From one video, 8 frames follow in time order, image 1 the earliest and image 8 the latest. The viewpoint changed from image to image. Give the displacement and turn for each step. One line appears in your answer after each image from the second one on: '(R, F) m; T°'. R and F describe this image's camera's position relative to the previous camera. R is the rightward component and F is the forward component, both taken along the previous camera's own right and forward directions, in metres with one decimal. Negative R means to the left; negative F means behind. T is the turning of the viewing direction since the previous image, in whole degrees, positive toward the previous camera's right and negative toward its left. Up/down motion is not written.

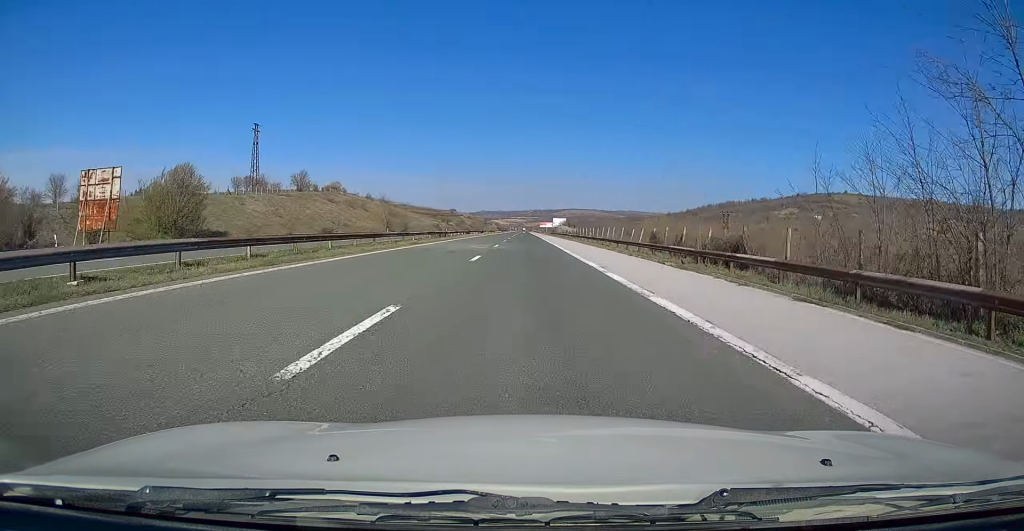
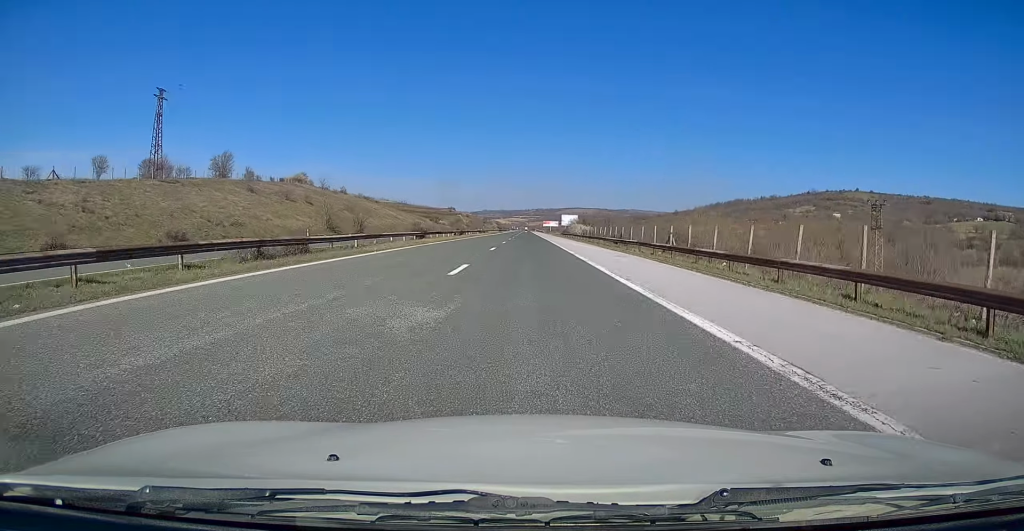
(+0.1, +37.9) m; 0°
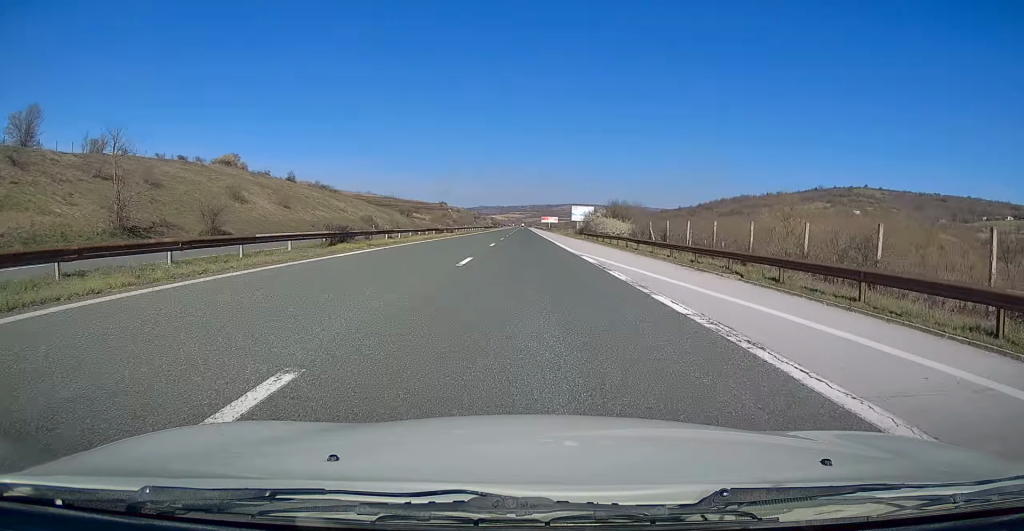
(-0.2, +46.2) m; 0°
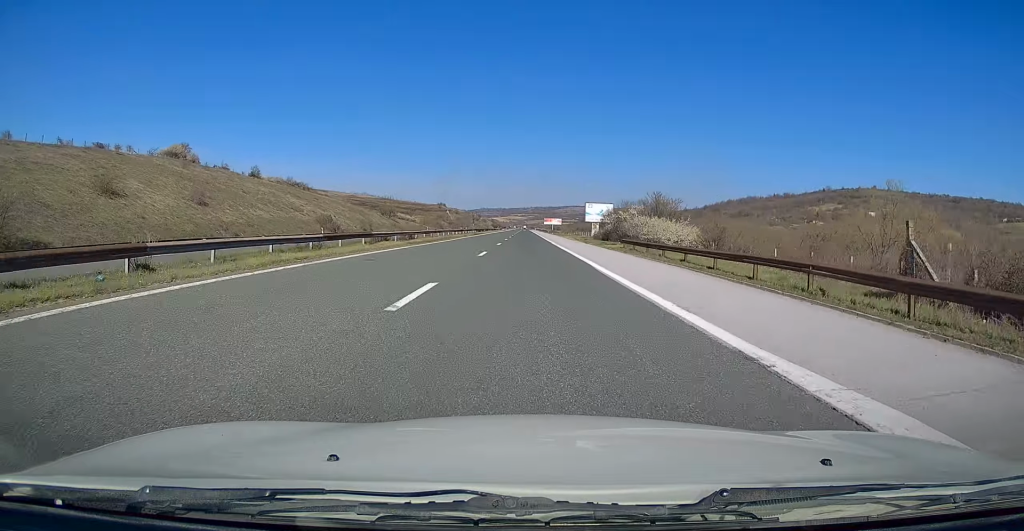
(0.0, +24.6) m; 0°
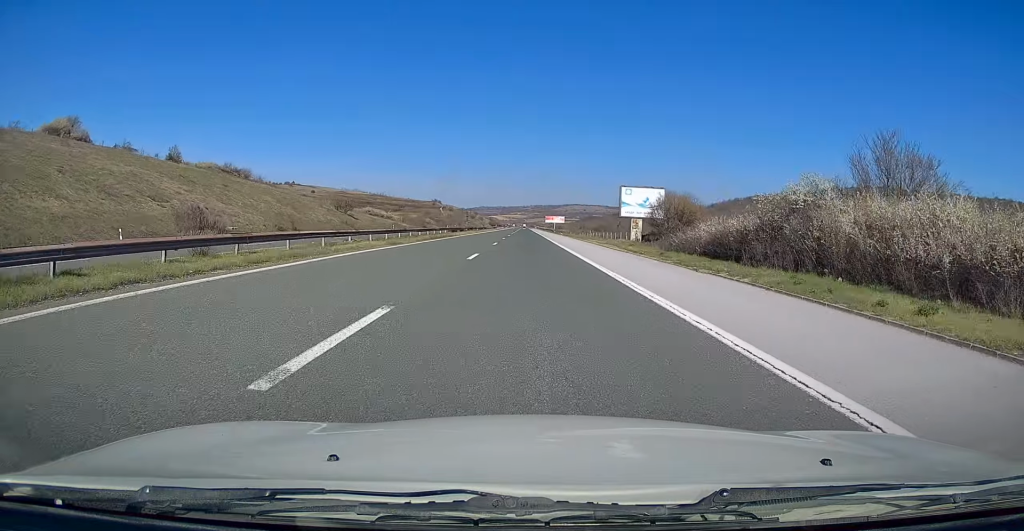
(-0.1, +36.1) m; 0°
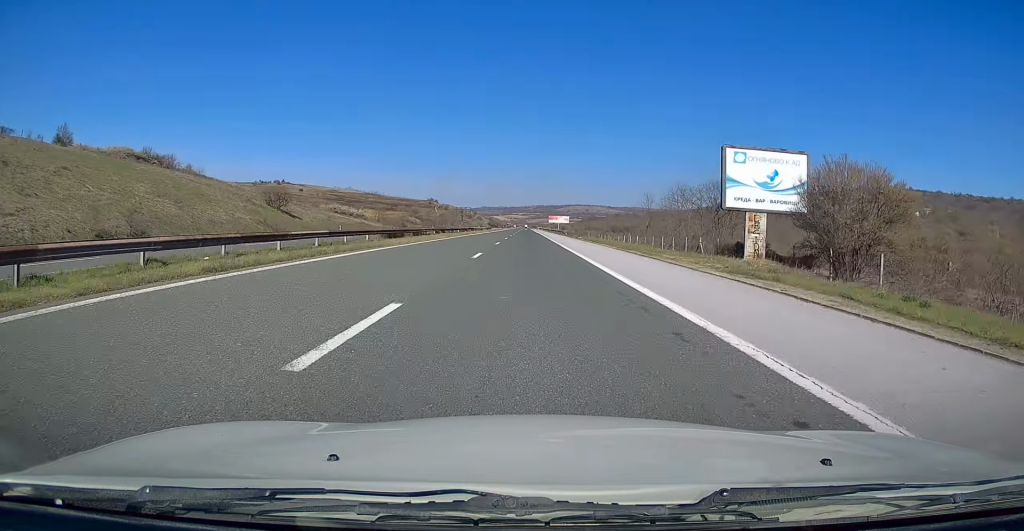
(0.0, +31.4) m; 0°
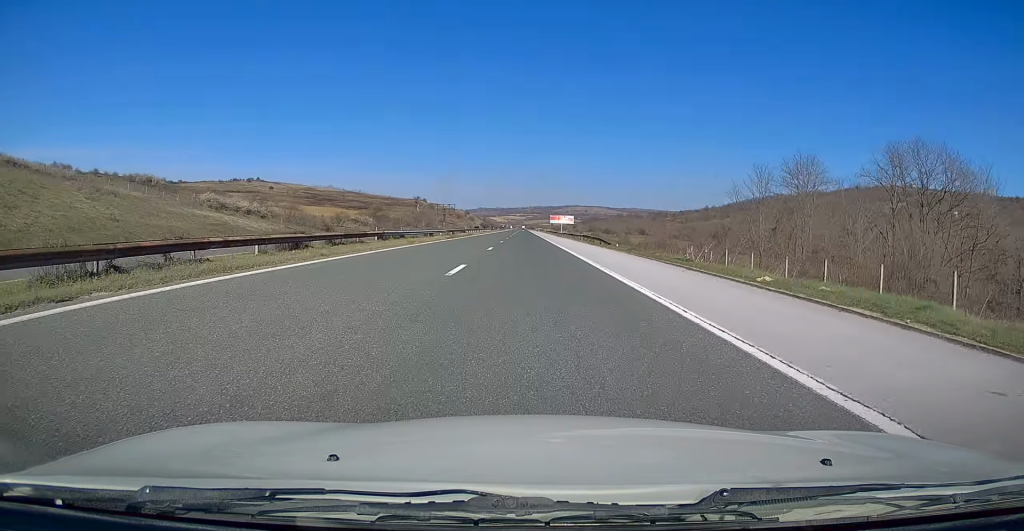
(-0.1, +54.8) m; -1°
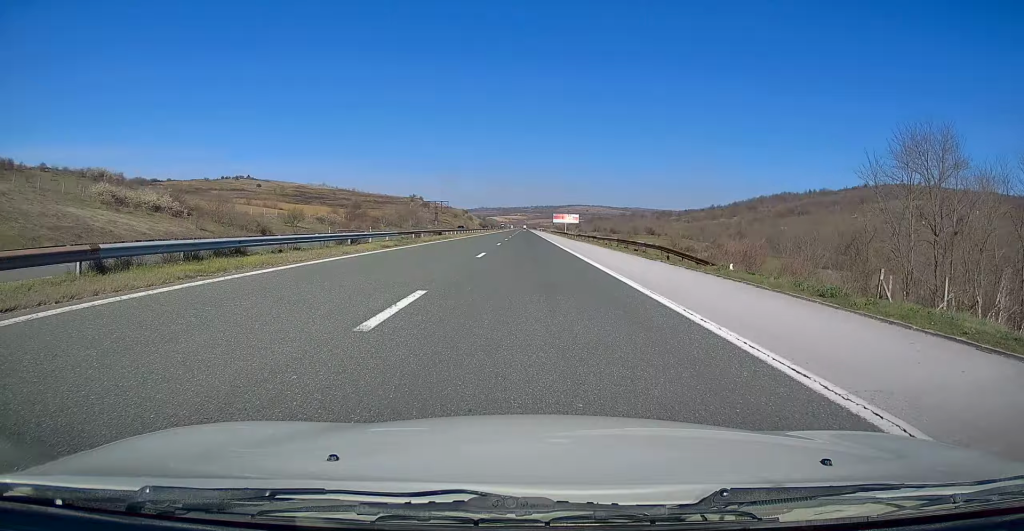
(-0.3, +23.3) m; 0°
